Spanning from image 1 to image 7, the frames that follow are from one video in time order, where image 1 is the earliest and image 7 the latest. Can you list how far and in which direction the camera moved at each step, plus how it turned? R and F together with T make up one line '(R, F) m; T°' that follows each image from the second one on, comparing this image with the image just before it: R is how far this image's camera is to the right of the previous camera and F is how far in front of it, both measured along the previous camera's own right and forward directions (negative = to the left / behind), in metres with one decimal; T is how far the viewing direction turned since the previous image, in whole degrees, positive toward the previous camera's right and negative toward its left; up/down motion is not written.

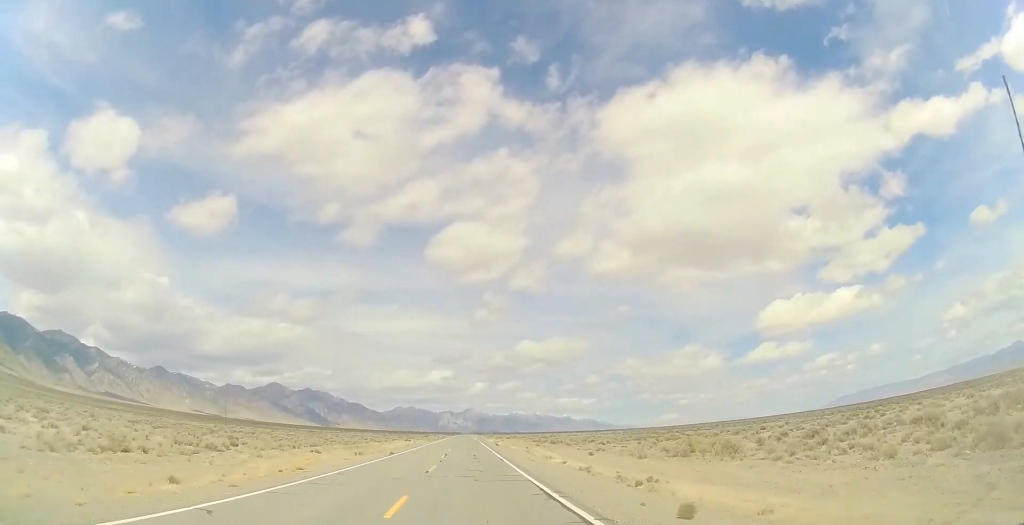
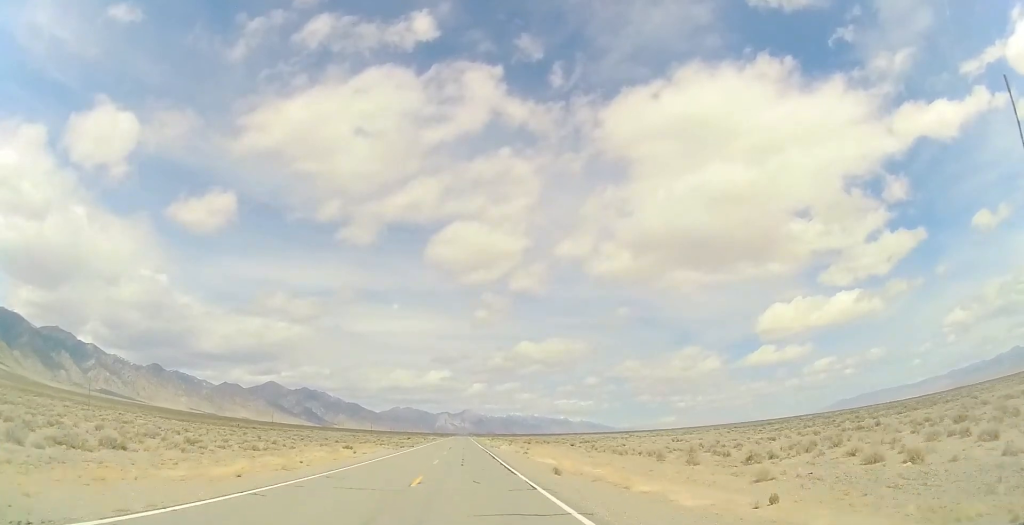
(0.0, +54.4) m; -1°
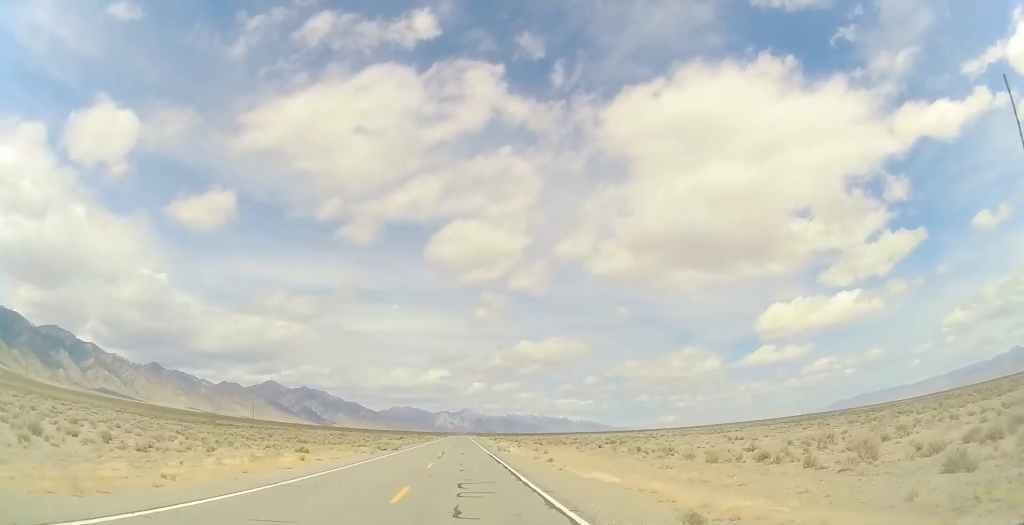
(-0.1, +16.0) m; 0°
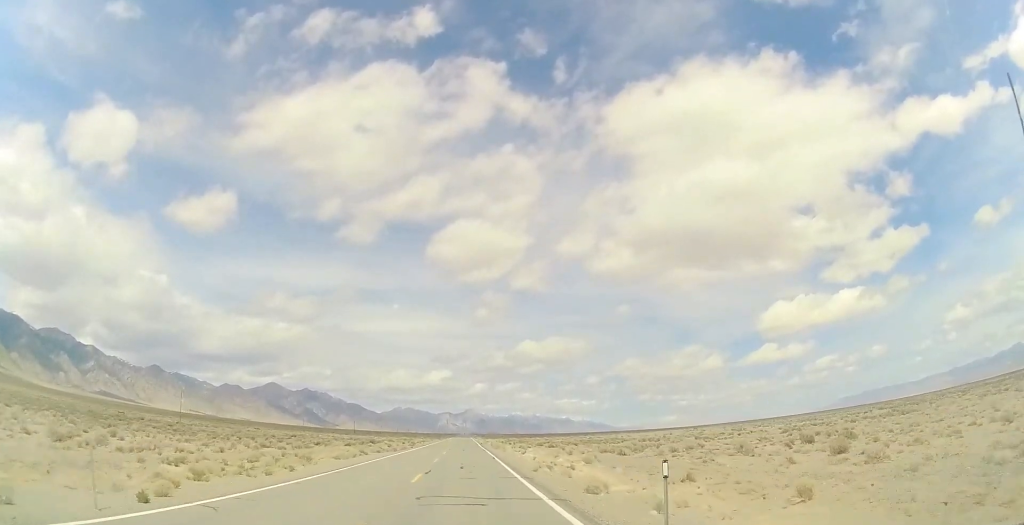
(+0.3, +42.8) m; +1°
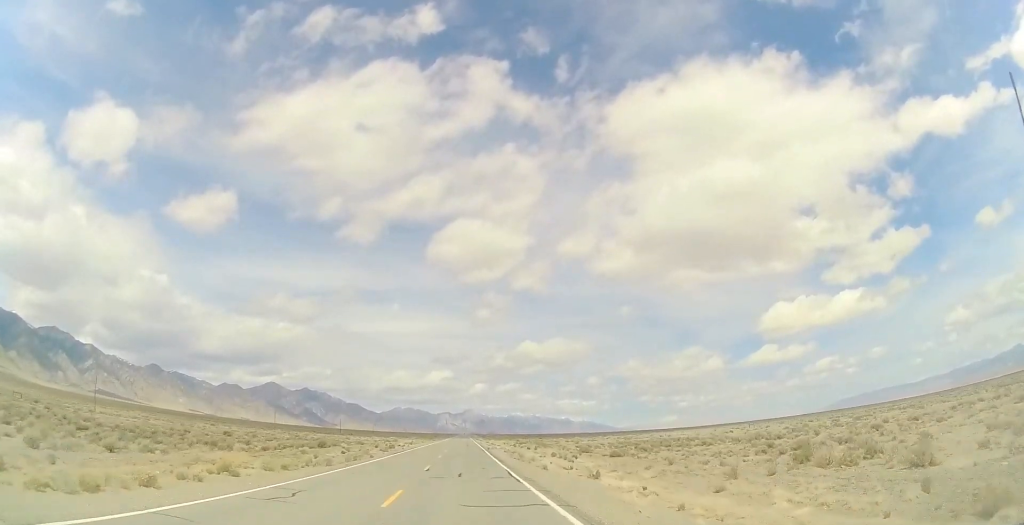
(+0.1, +30.2) m; 0°
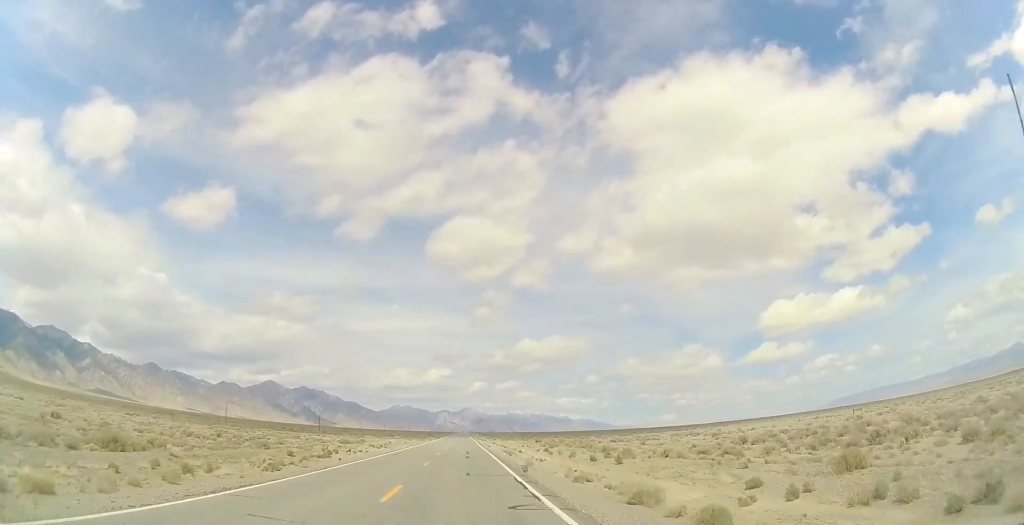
(-0.2, +36.0) m; 0°
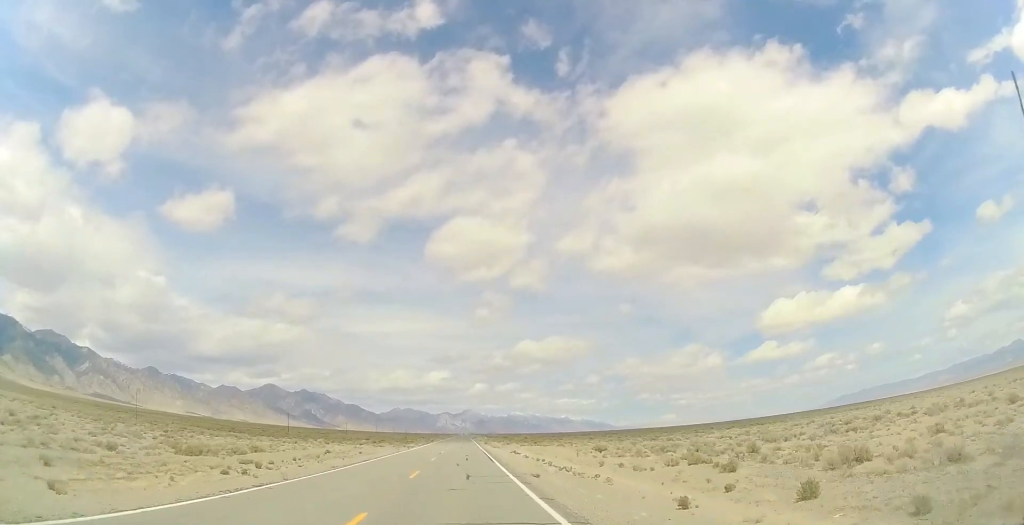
(0.0, +41.9) m; +1°
